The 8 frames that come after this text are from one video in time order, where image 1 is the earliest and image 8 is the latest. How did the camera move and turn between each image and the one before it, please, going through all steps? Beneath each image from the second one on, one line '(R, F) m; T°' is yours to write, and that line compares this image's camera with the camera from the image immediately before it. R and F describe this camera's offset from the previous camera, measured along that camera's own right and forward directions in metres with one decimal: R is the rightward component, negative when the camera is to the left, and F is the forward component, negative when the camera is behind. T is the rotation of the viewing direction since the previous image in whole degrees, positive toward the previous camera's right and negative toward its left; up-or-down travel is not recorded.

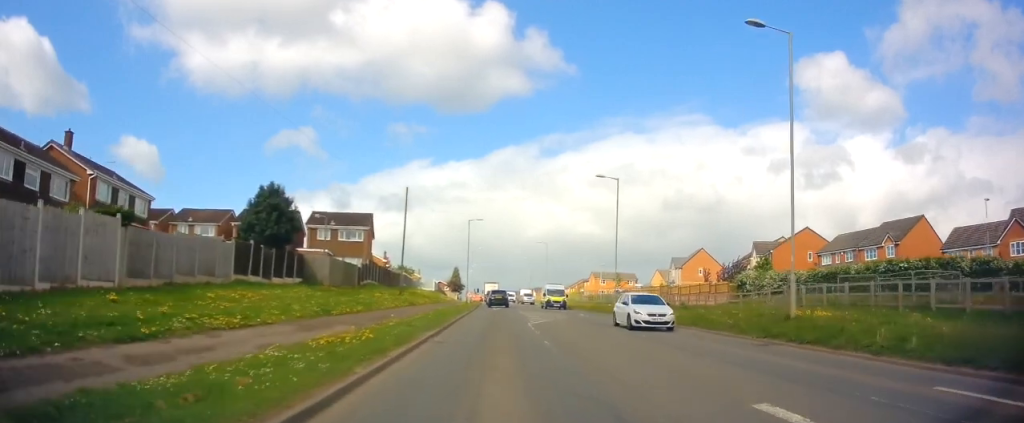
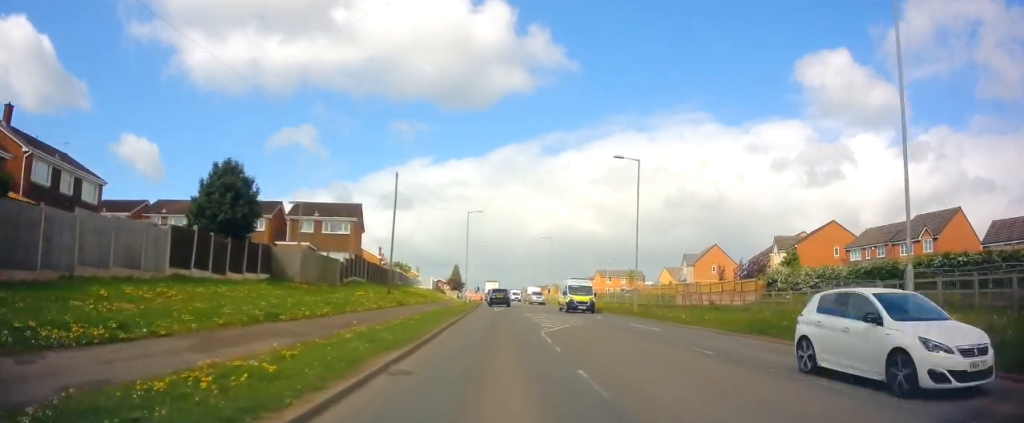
(0.0, +5.7) m; 0°
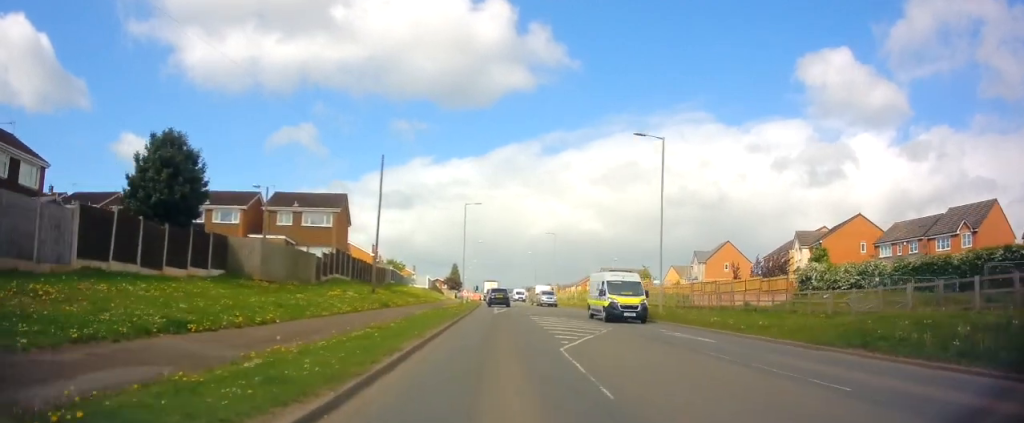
(0.0, +5.4) m; 0°
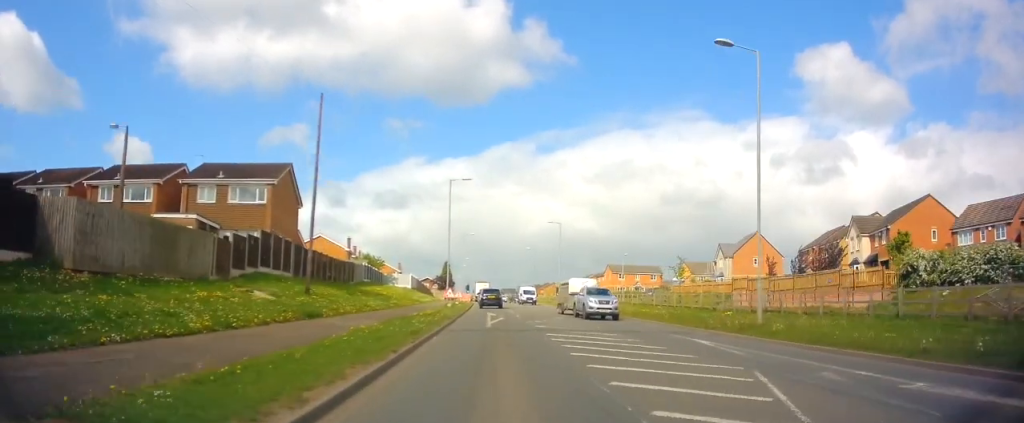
(0.0, +12.4) m; 0°
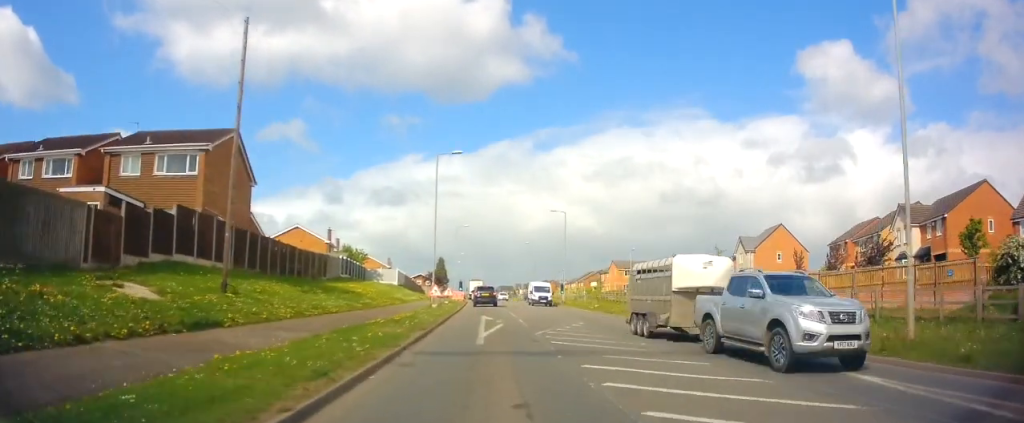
(0.0, +7.9) m; +2°
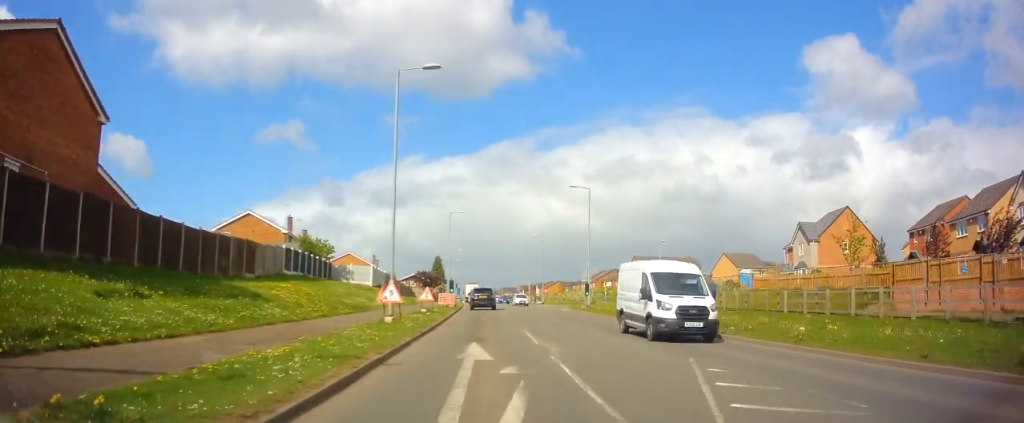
(+0.4, +14.9) m; 0°
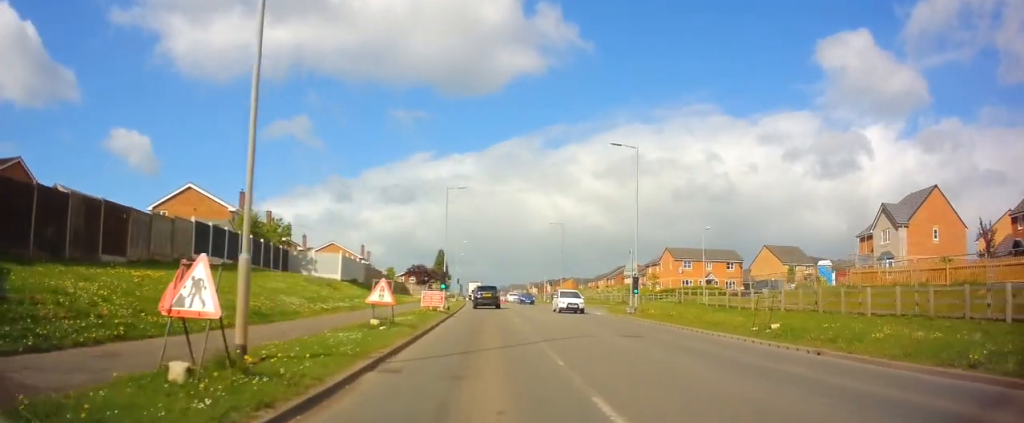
(-0.4, +13.3) m; -2°
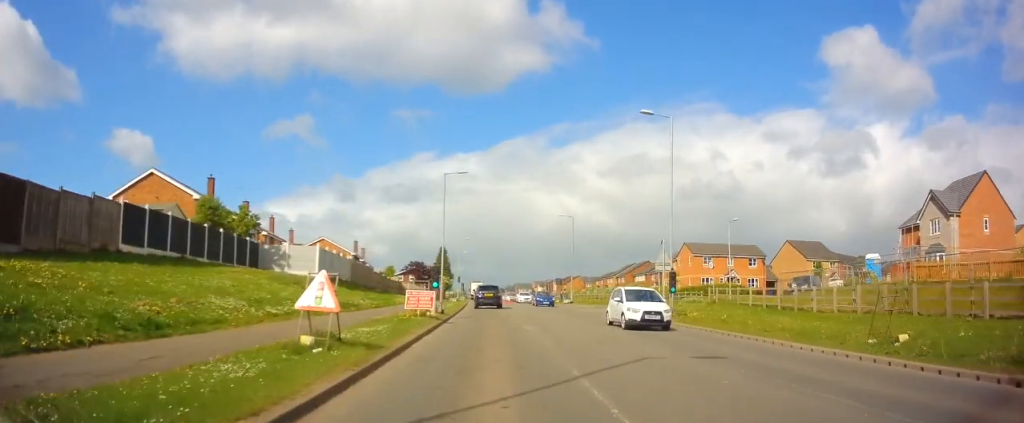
(0.0, +6.1) m; 0°
